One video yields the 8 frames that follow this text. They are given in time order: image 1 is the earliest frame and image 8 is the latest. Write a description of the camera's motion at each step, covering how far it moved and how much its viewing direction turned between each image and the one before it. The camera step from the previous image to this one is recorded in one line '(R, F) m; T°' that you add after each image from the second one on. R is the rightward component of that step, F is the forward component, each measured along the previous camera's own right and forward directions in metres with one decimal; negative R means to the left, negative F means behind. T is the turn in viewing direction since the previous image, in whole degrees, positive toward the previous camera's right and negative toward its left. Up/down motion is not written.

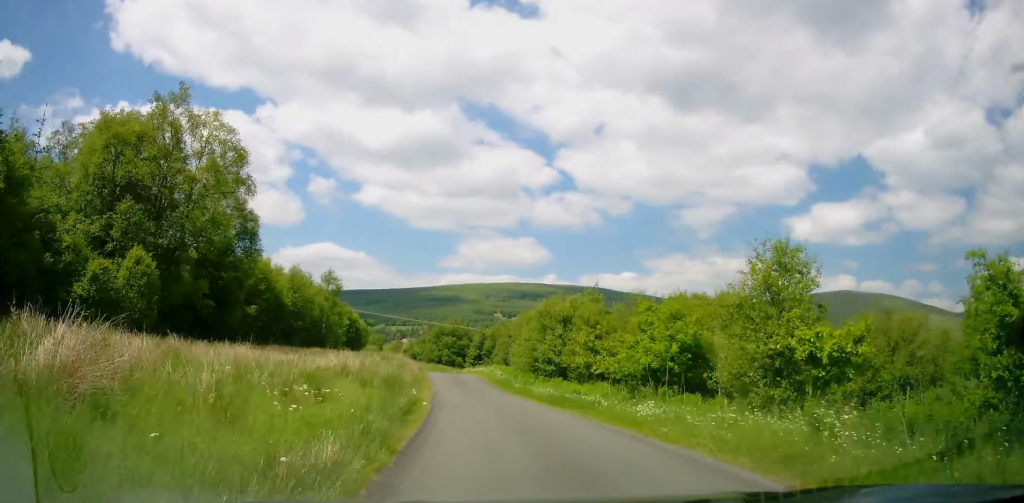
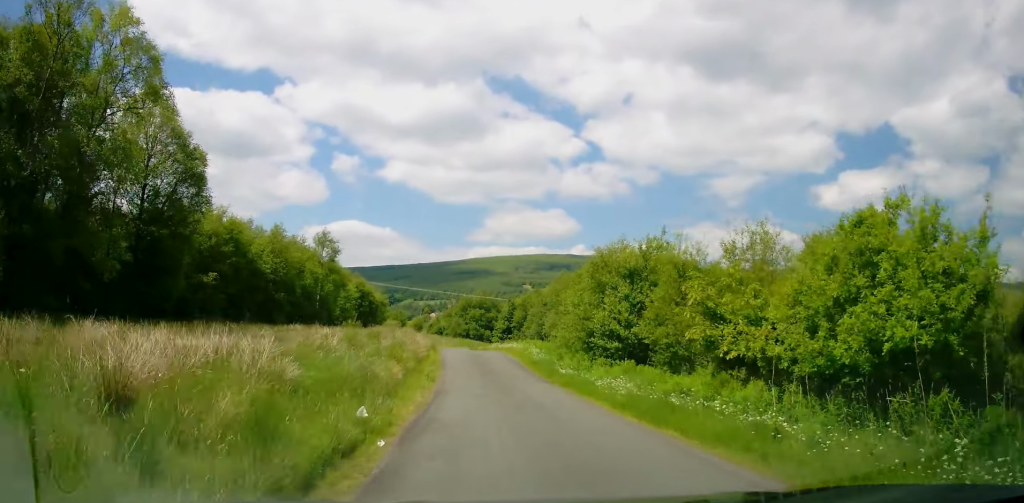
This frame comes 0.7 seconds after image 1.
(-0.1, +9.3) m; -3°
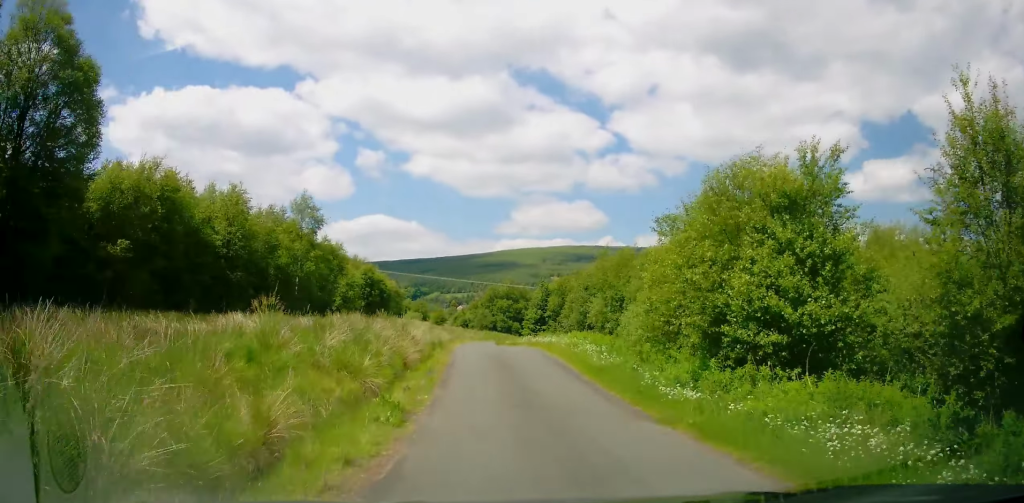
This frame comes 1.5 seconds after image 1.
(-0.3, +9.5) m; -3°
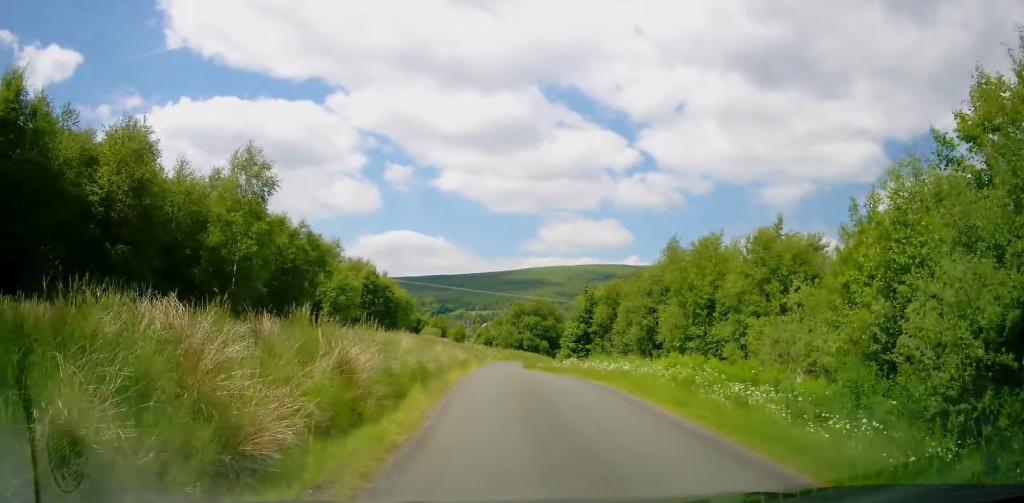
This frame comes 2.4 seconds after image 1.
(-0.3, +10.6) m; -3°
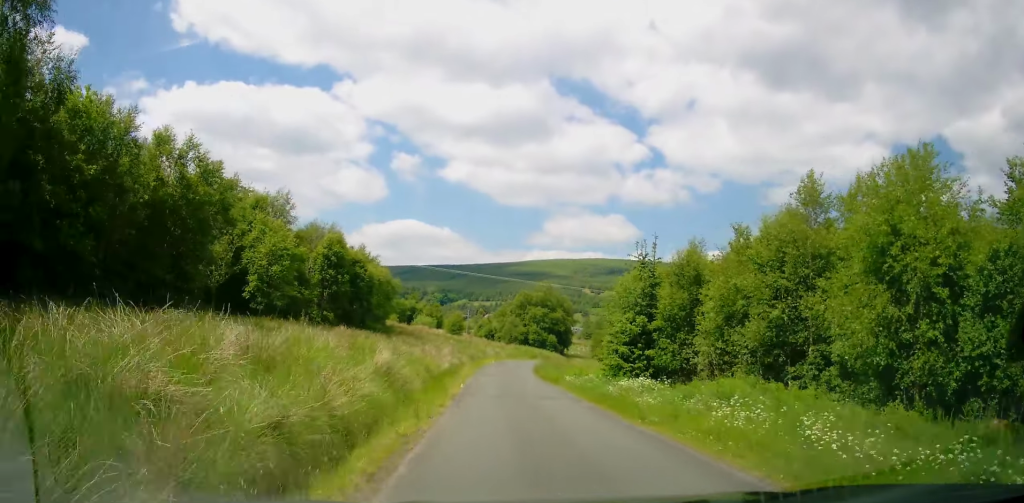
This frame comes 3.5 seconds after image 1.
(-0.5, +13.6) m; -1°
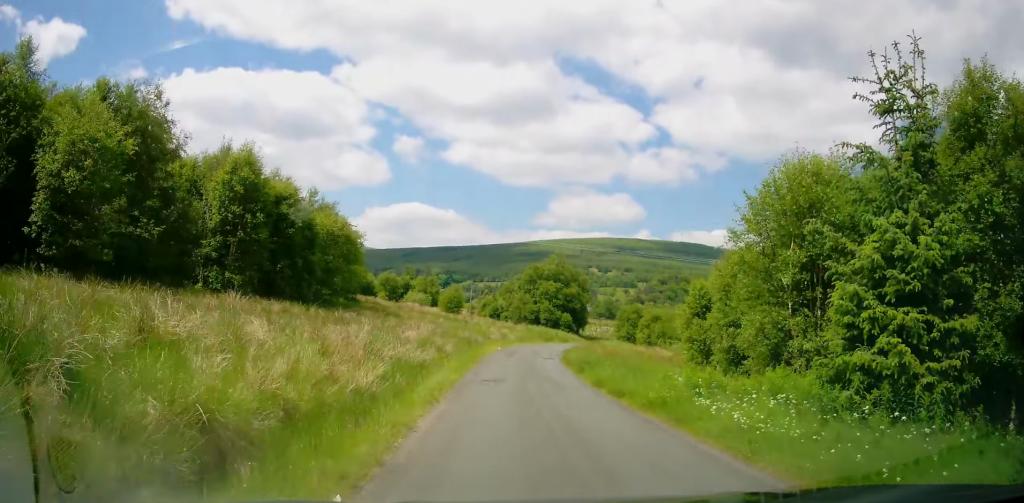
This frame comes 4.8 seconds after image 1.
(+0.5, +15.6) m; 0°
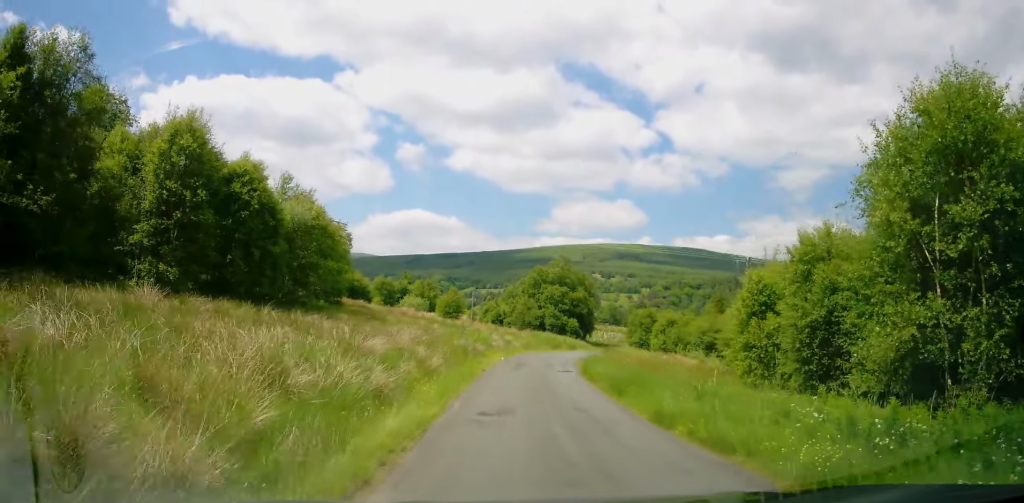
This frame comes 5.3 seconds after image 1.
(-0.3, +5.4) m; 0°
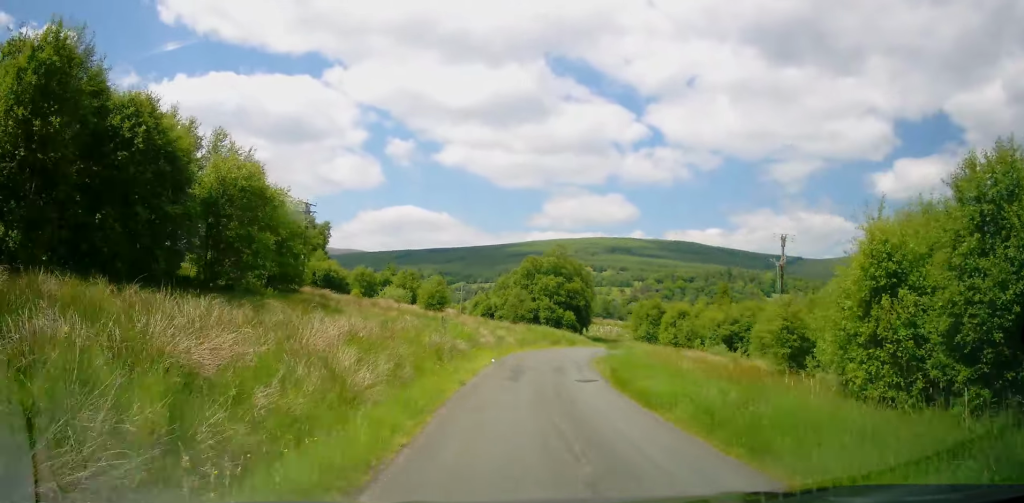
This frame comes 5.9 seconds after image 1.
(-0.1, +7.4) m; +1°
